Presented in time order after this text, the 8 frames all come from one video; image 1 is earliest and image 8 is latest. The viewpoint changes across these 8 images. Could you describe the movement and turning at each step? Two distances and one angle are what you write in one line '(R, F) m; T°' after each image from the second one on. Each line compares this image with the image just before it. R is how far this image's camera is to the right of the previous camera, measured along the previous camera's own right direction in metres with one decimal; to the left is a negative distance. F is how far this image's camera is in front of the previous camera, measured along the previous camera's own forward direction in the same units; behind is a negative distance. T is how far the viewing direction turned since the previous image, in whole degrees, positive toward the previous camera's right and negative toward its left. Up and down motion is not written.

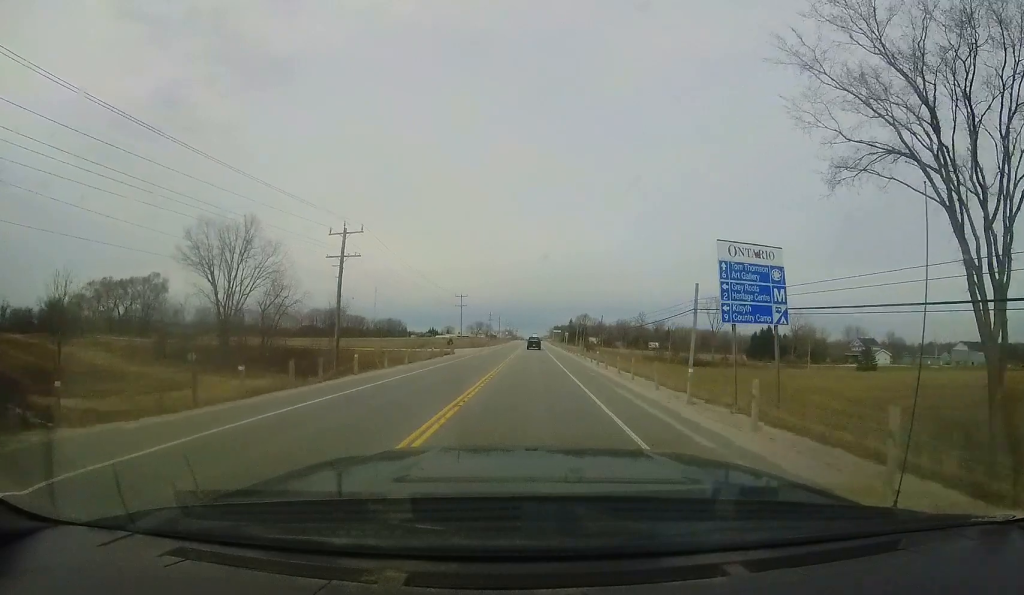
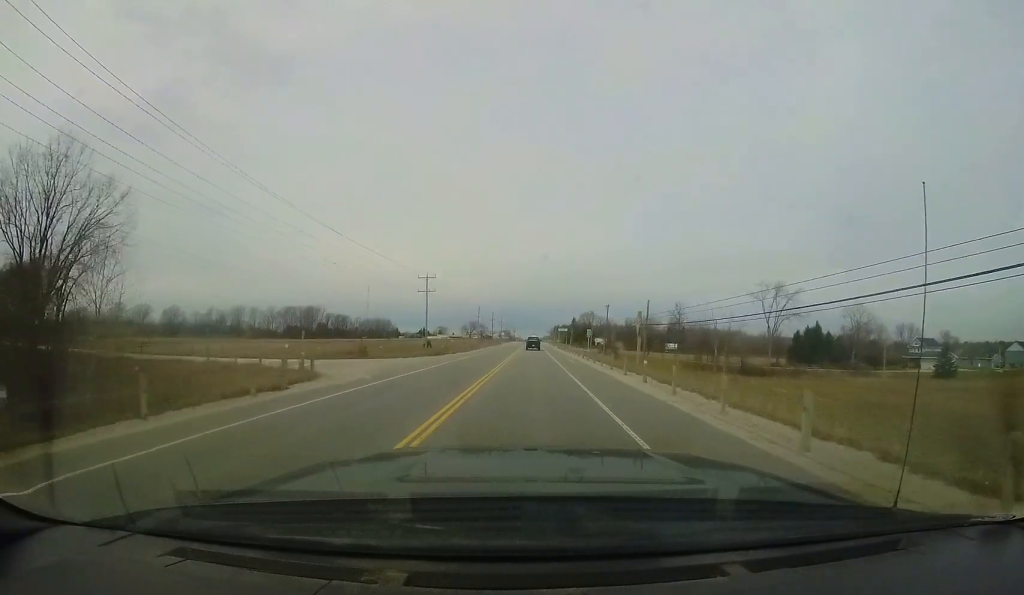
(-0.3, +29.2) m; 0°
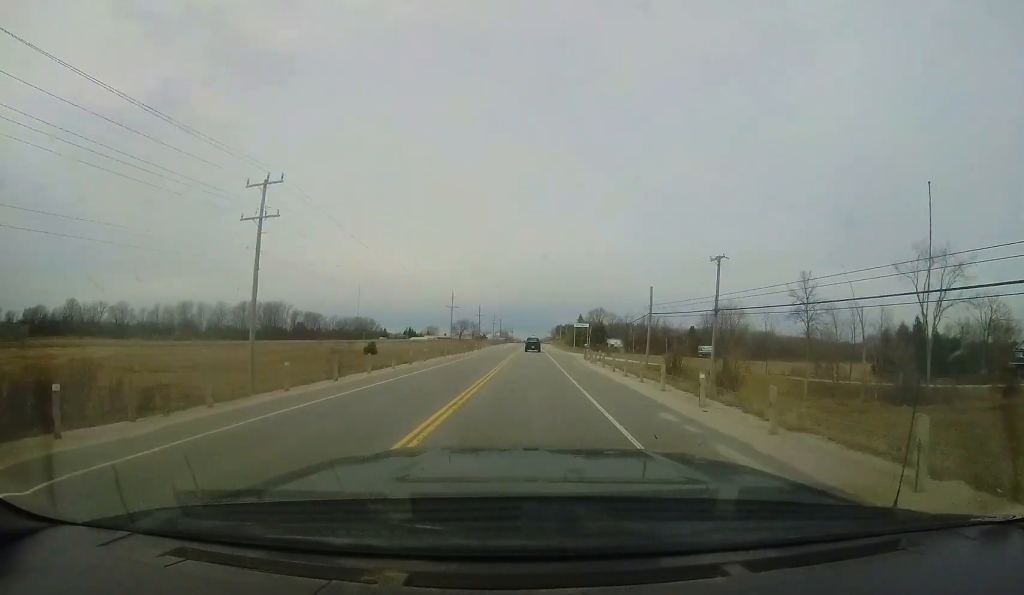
(+0.4, +40.1) m; +1°
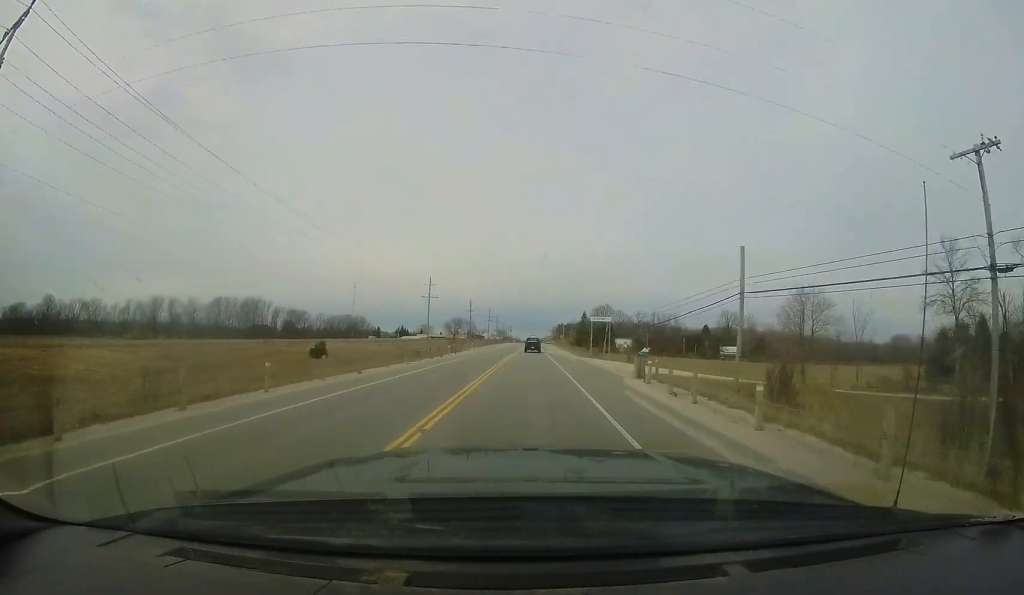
(0.0, +18.3) m; 0°
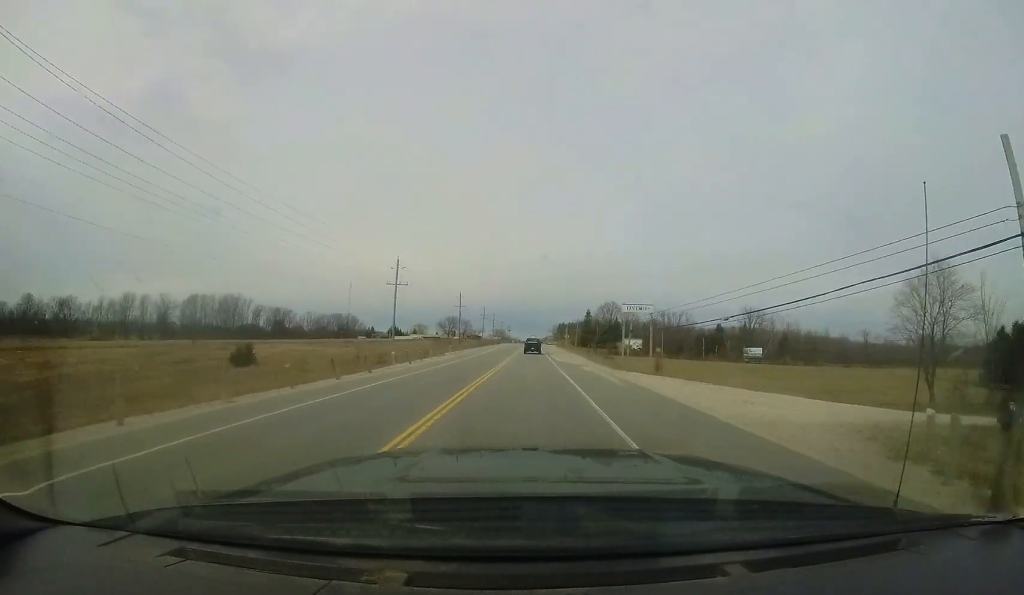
(0.0, +16.0) m; -1°
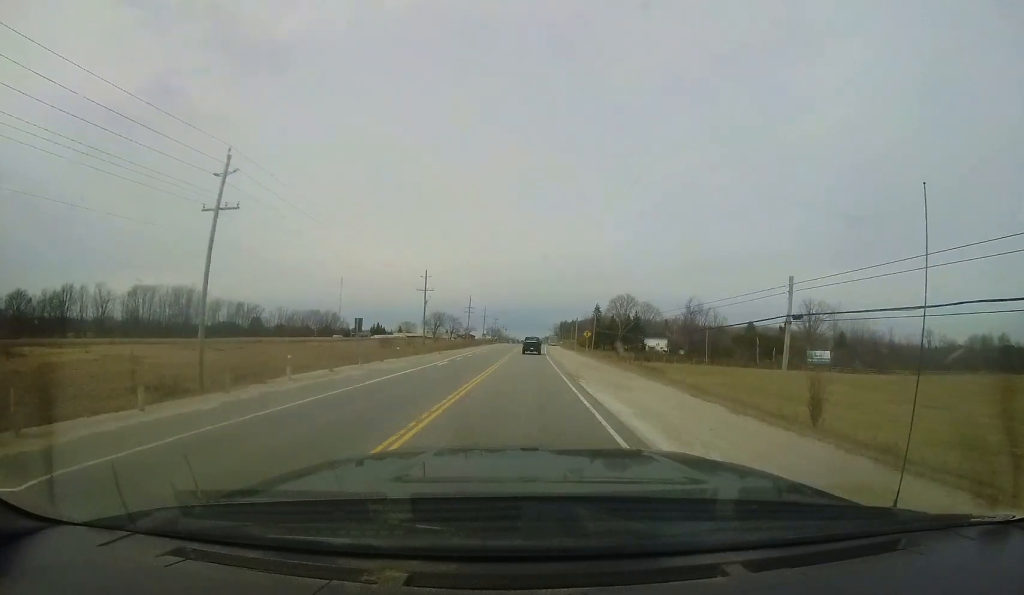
(-0.6, +30.6) m; -1°
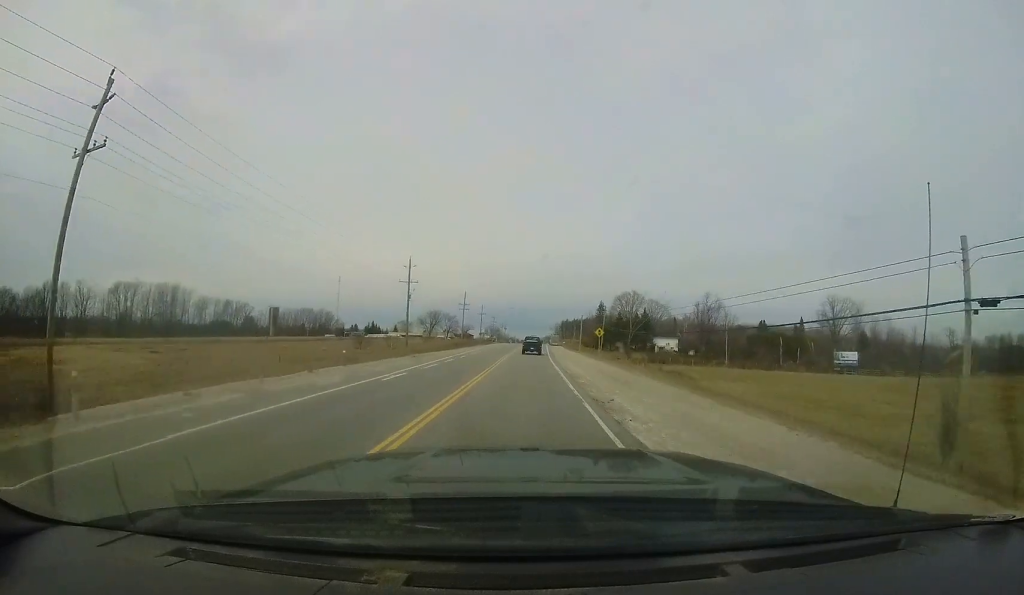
(0.0, +9.1) m; +1°
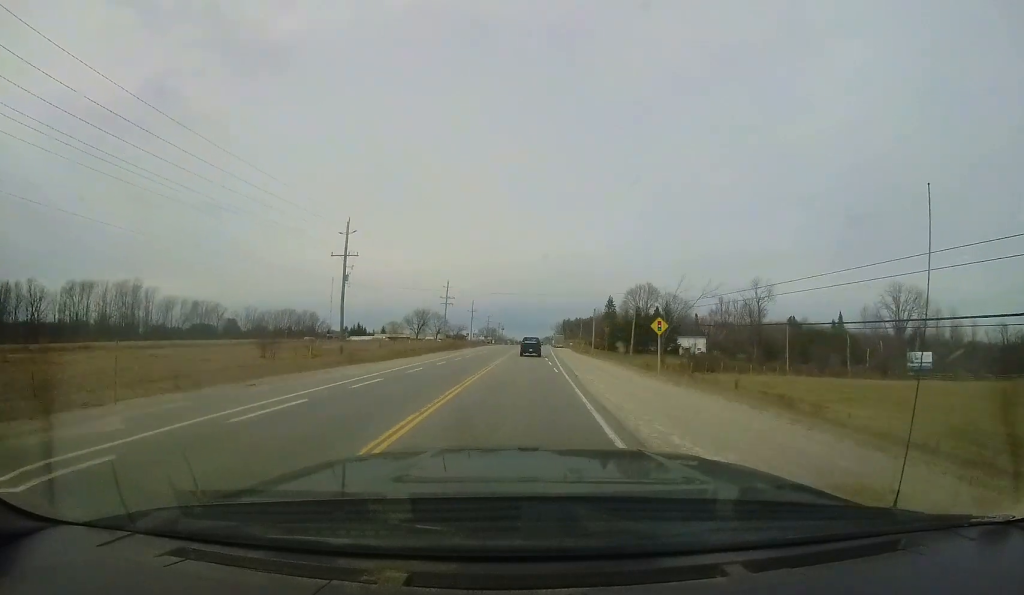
(+0.4, +19.9) m; +1°
